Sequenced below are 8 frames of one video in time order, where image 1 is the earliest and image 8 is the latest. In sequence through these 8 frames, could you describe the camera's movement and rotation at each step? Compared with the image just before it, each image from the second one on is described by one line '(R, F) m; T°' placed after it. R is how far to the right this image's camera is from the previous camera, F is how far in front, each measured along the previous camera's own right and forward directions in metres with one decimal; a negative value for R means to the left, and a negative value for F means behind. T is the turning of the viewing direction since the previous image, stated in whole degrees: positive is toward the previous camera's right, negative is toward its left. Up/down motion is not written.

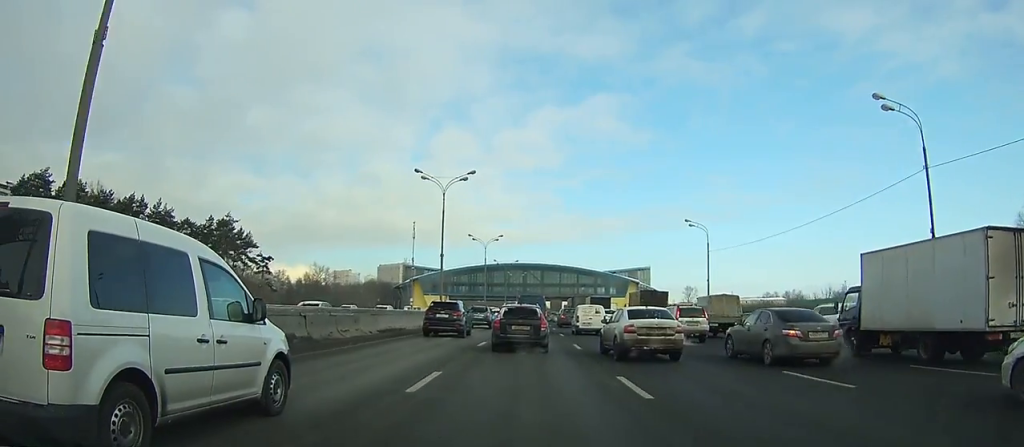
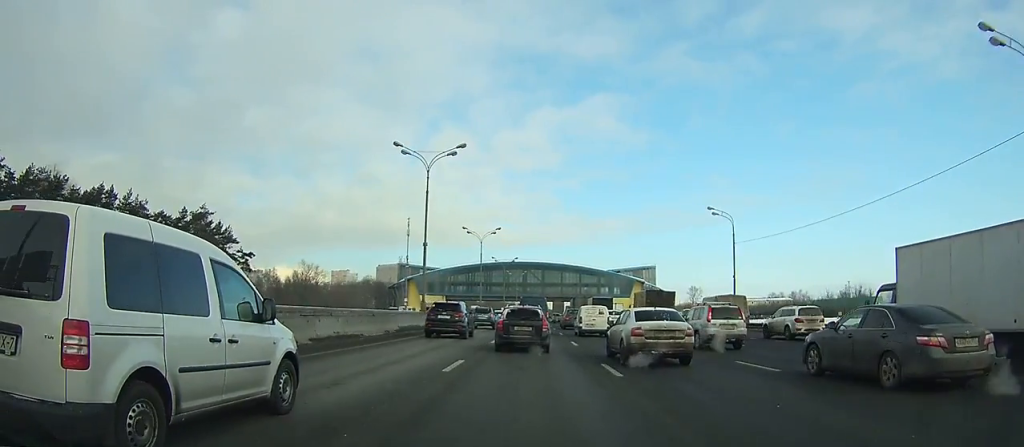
(0.0, +8.7) m; +1°
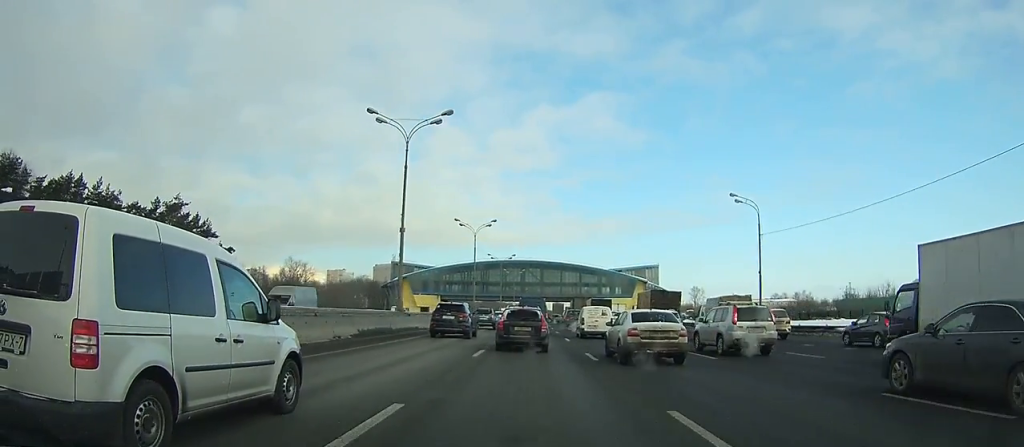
(+0.1, +7.8) m; 0°
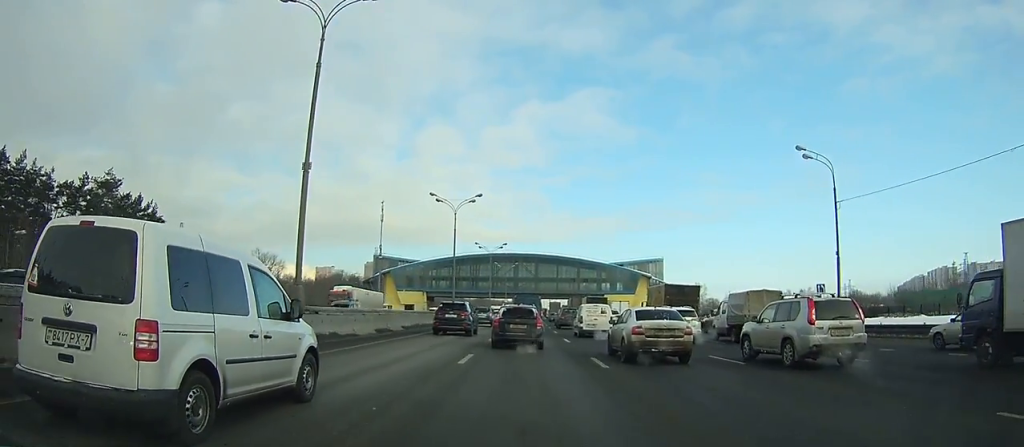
(+0.1, +15.4) m; 0°
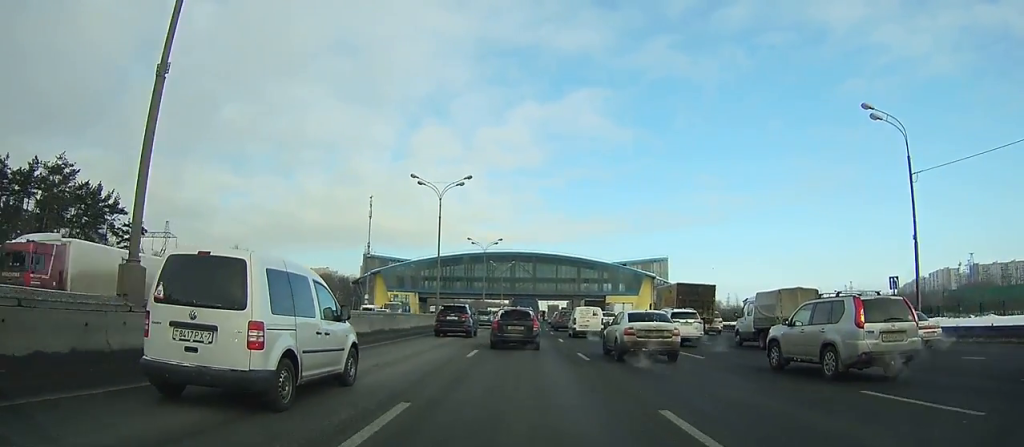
(0.0, +9.9) m; 0°
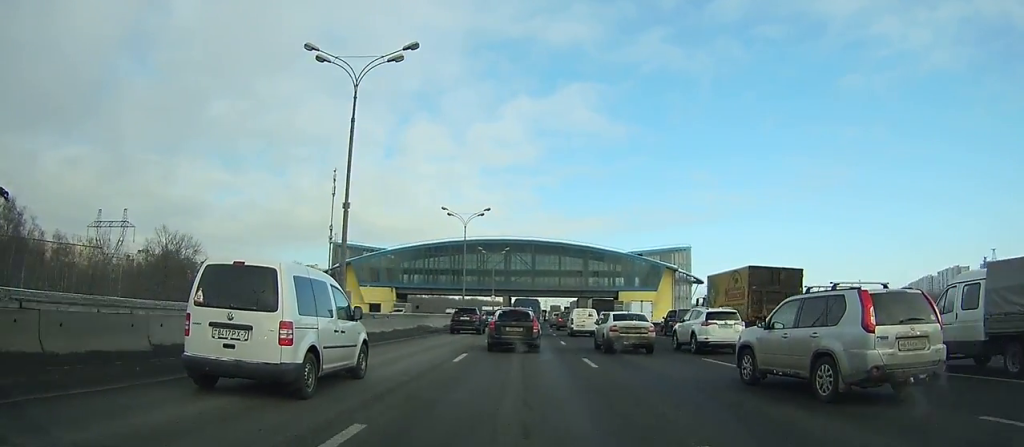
(+0.1, +26.0) m; 0°
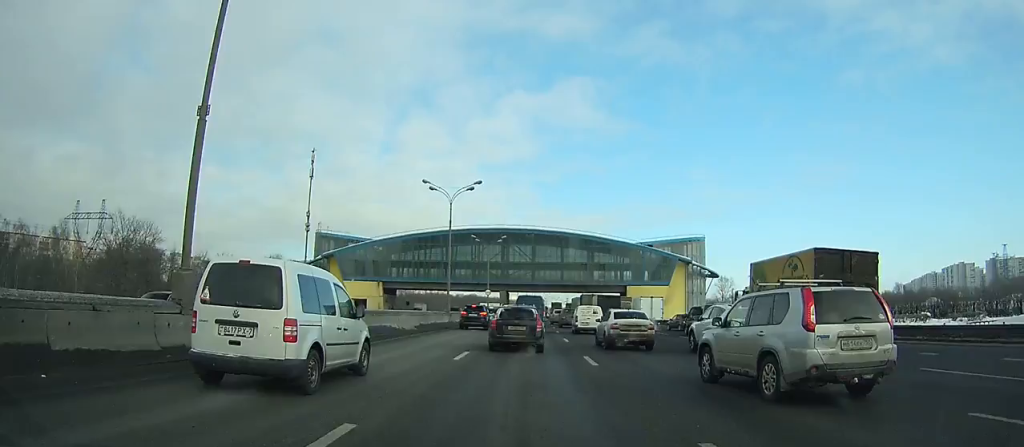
(0.0, +11.2) m; 0°
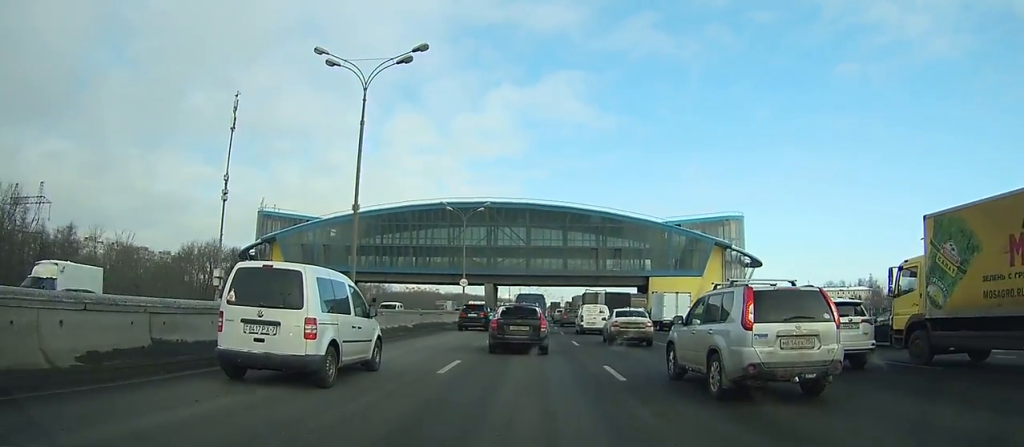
(+0.1, +27.4) m; 0°
